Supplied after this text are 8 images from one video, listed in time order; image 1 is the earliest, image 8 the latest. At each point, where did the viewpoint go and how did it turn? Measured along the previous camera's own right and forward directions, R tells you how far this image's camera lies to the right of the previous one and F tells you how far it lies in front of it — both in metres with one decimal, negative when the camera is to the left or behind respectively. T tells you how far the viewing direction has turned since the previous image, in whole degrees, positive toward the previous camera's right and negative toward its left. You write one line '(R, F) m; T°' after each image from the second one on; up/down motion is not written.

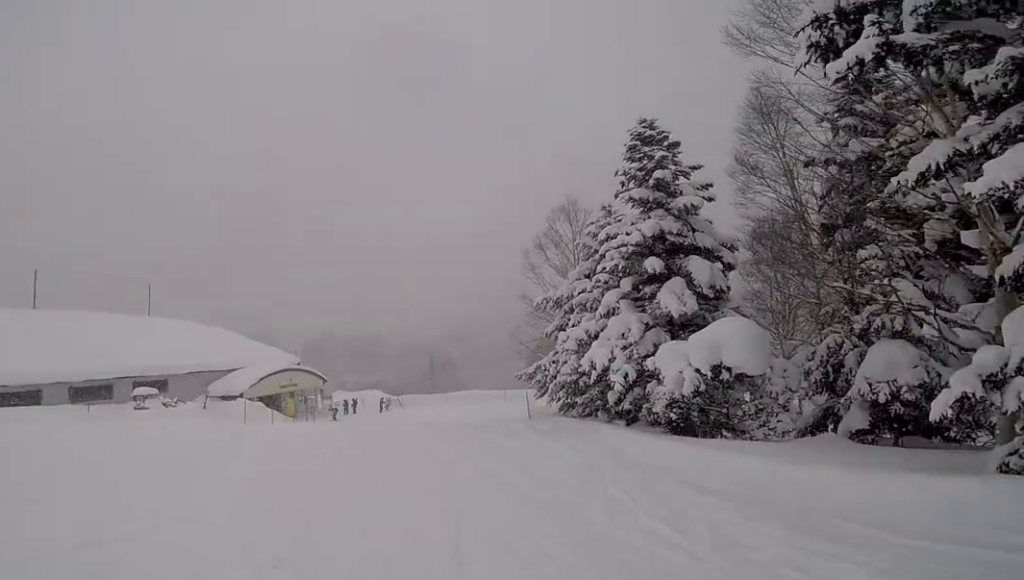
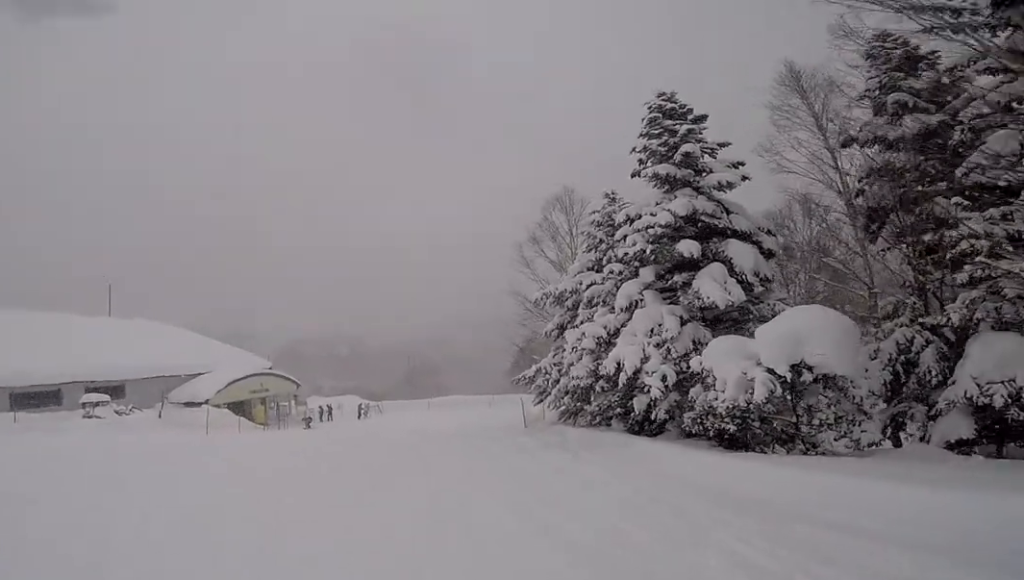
(0.0, +2.6) m; +1°
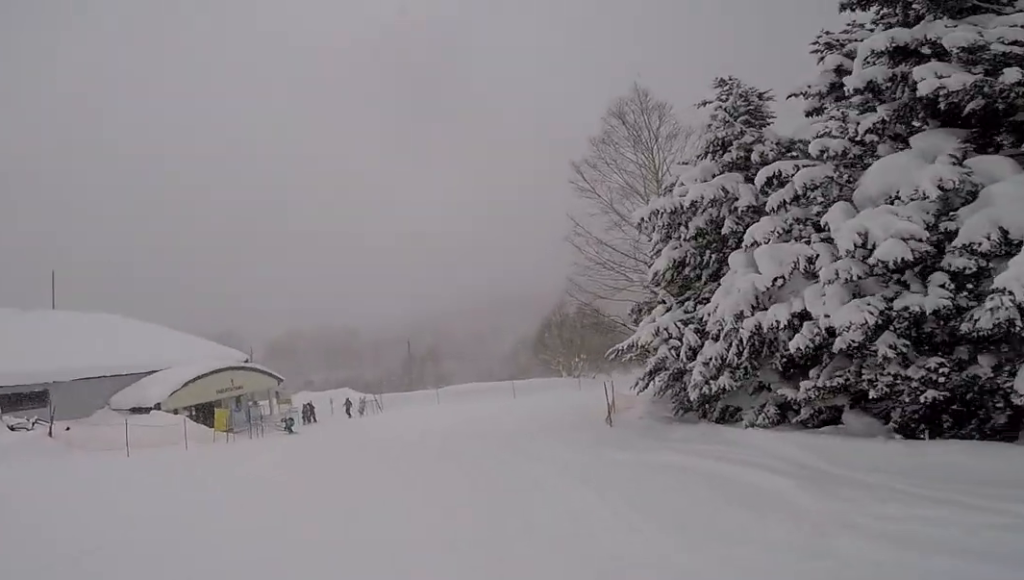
(+1.4, +8.1) m; +16°
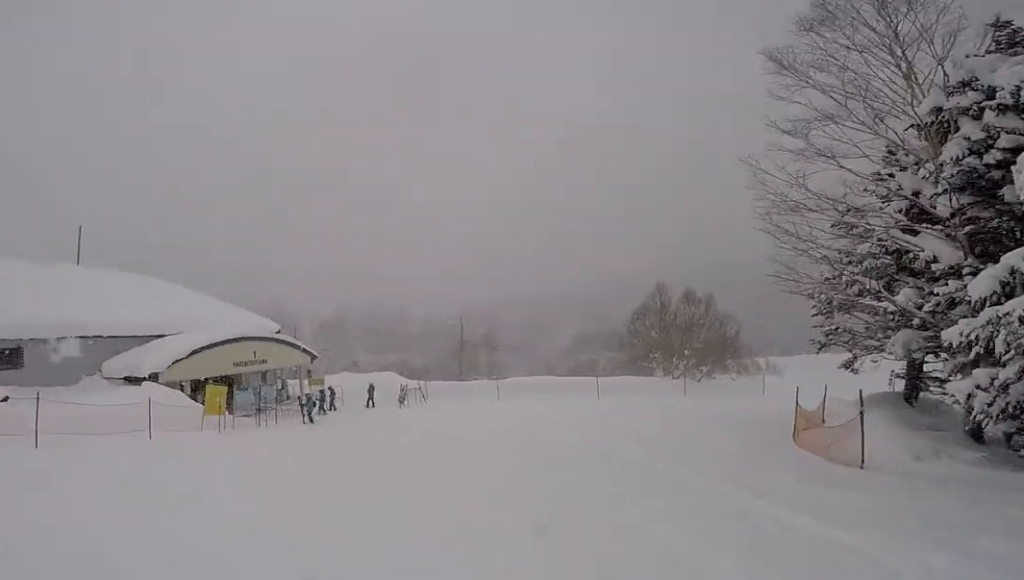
(-0.2, +6.7) m; +1°
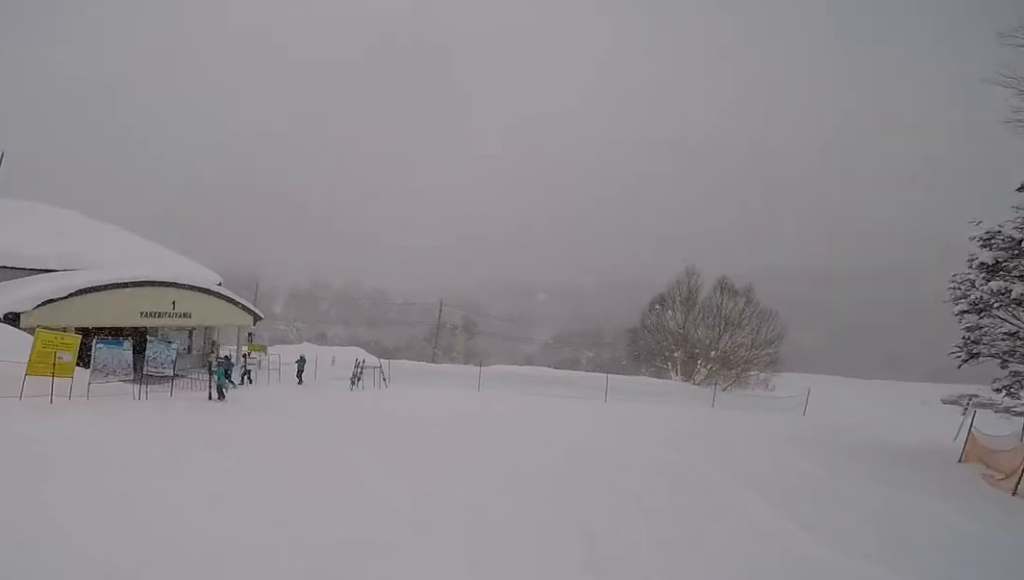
(+0.8, +6.1) m; +12°
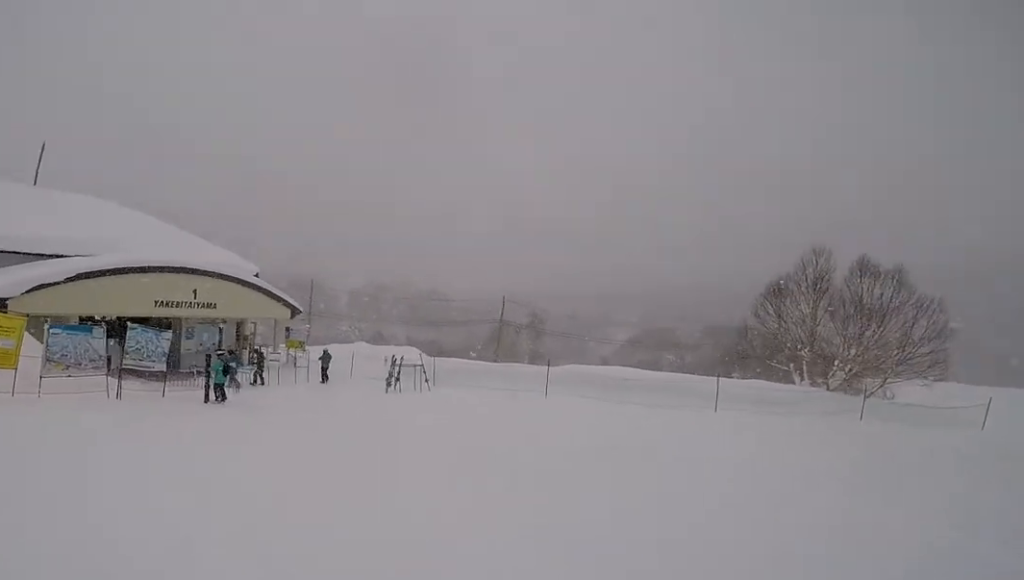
(+0.1, +3.7) m; -6°
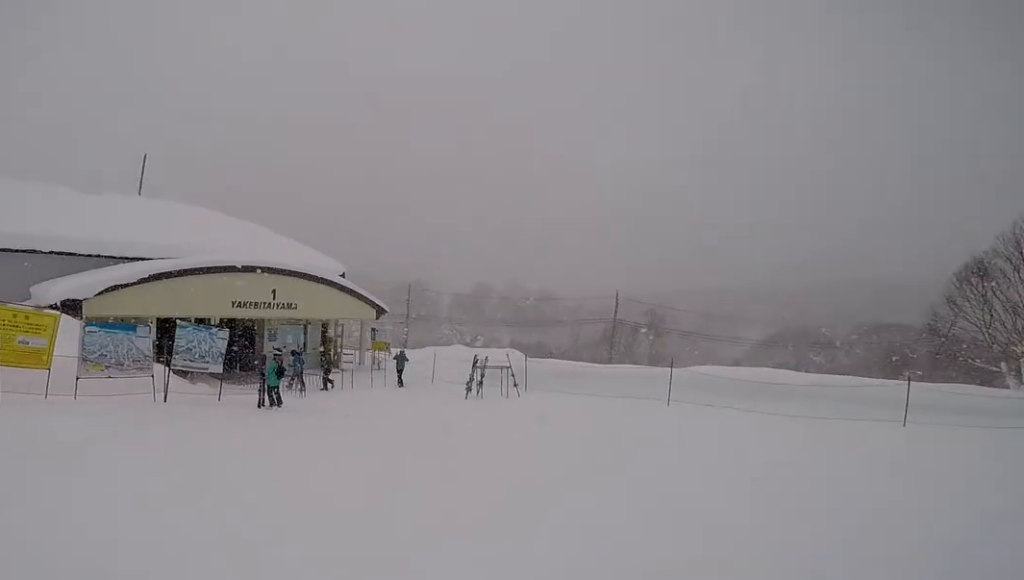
(+0.3, +2.2) m; -6°
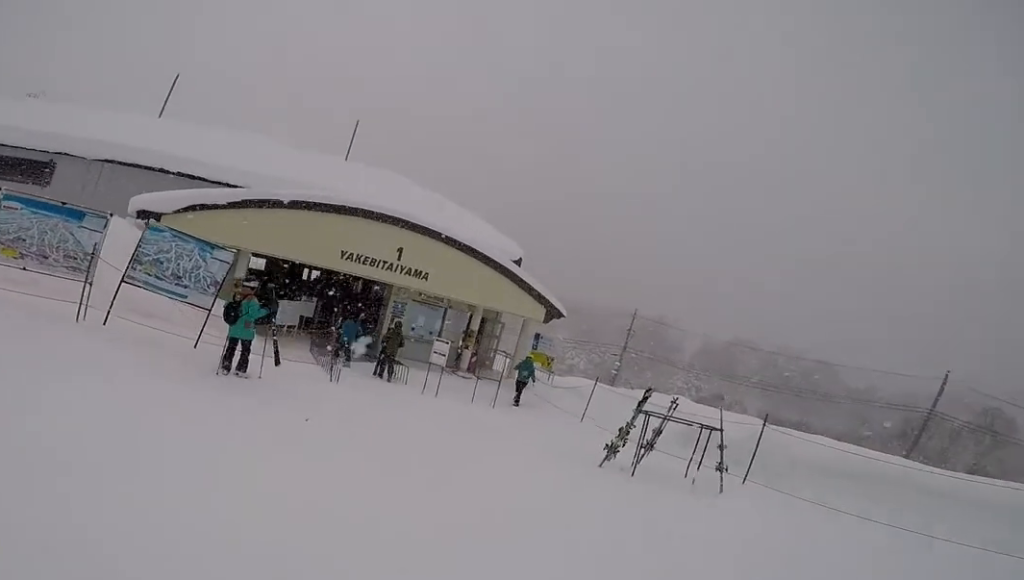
(-1.6, +5.7) m; -18°
